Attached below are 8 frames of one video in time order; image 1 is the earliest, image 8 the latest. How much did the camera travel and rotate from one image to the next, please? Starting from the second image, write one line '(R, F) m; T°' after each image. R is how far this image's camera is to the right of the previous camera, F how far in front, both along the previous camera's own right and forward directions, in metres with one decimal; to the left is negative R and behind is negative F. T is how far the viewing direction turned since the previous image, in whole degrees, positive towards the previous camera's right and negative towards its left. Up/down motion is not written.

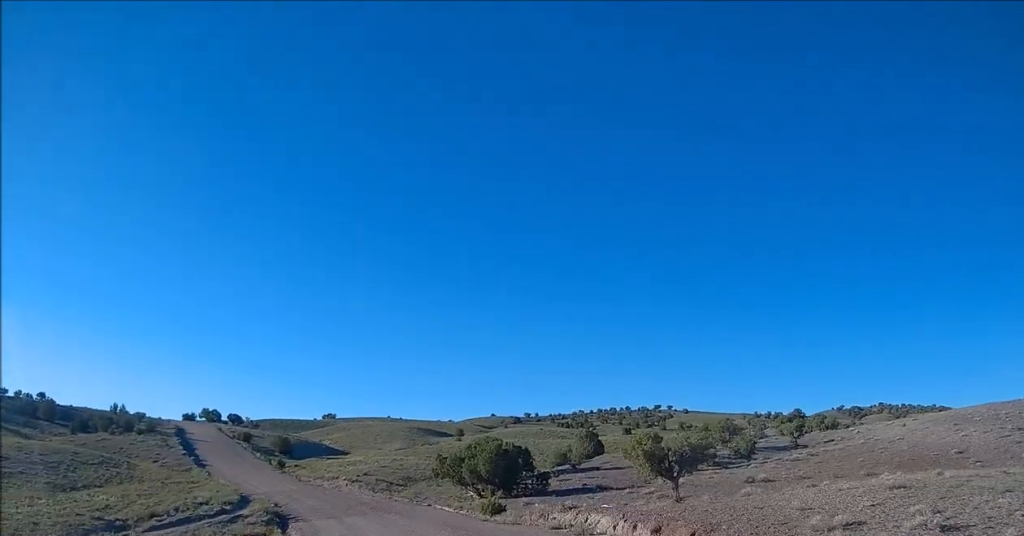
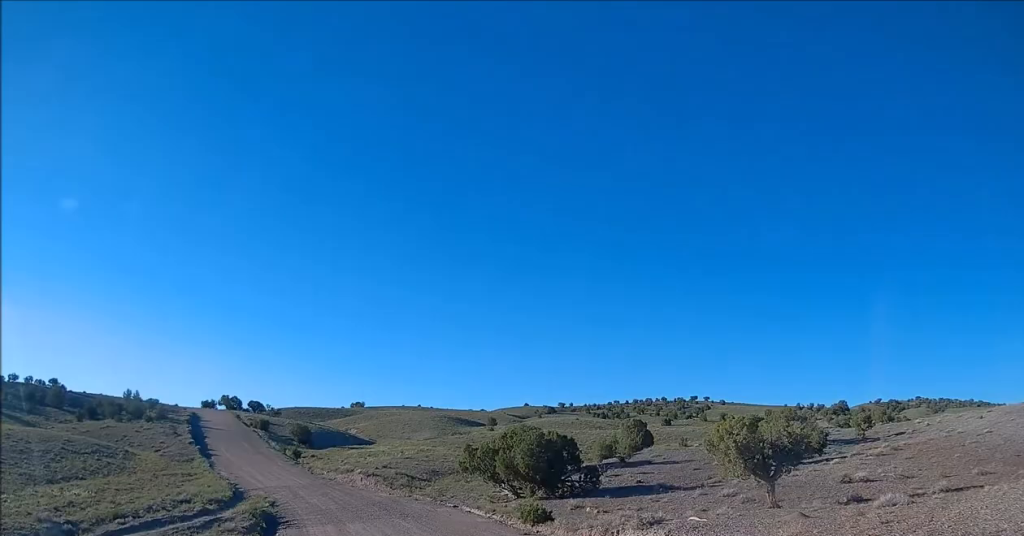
(0.0, +7.4) m; -3°
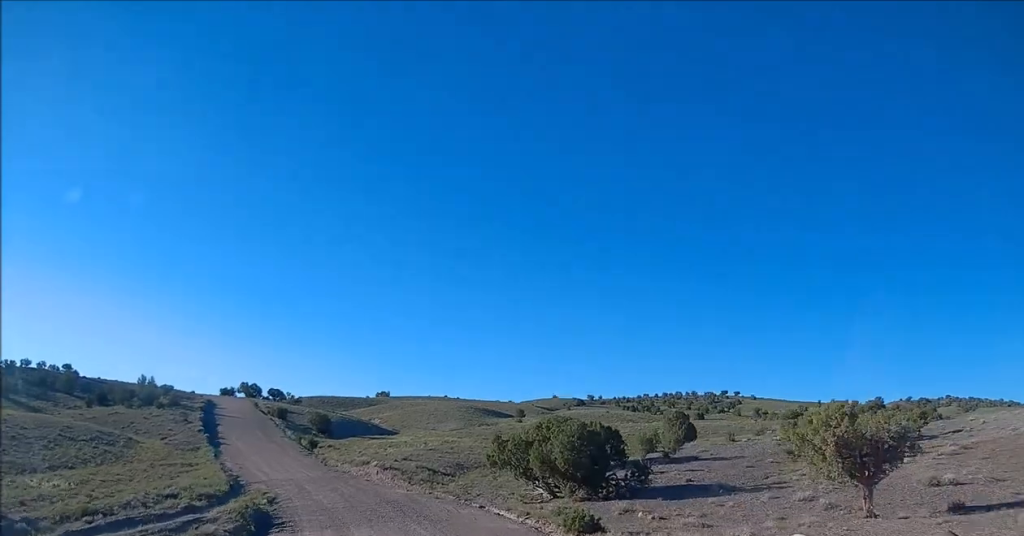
(-0.3, +4.8) m; -3°
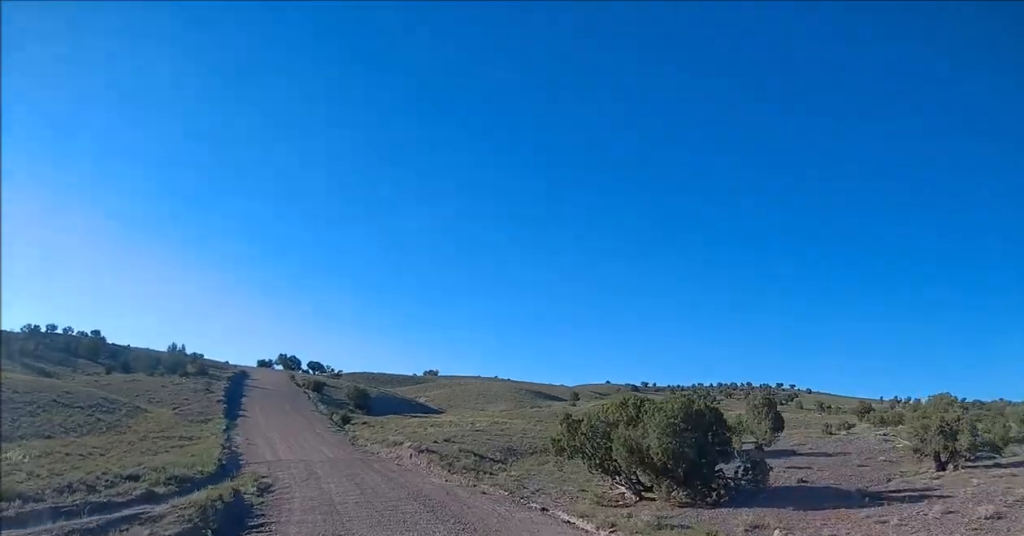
(-0.3, +7.5) m; -4°
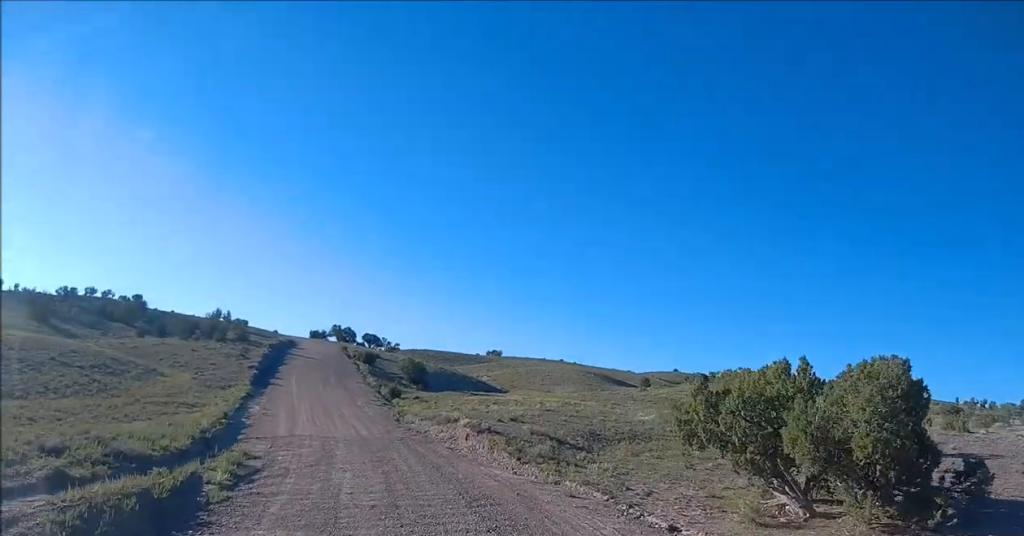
(0.0, +7.7) m; -5°
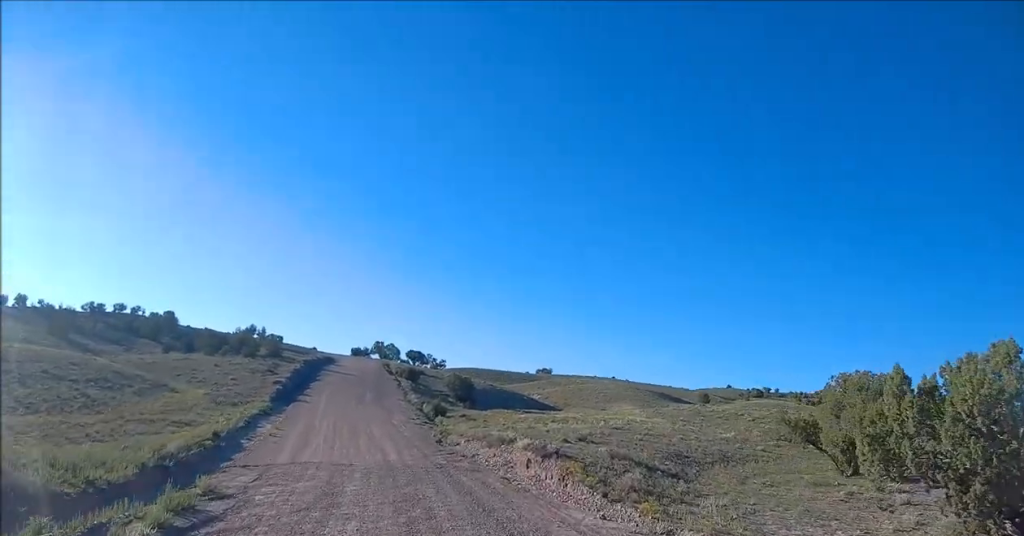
(-0.5, +6.3) m; -4°
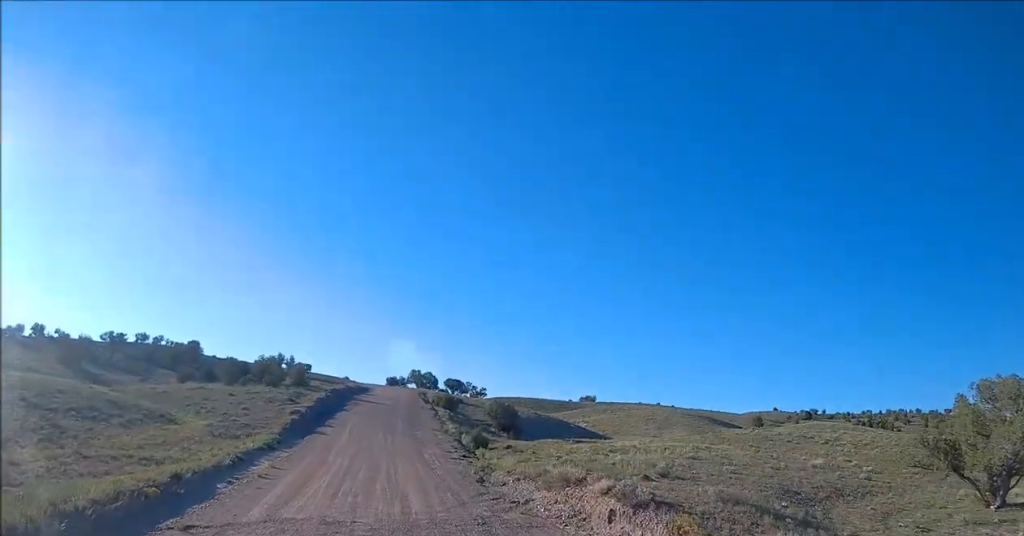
(-0.2, +6.0) m; -3°
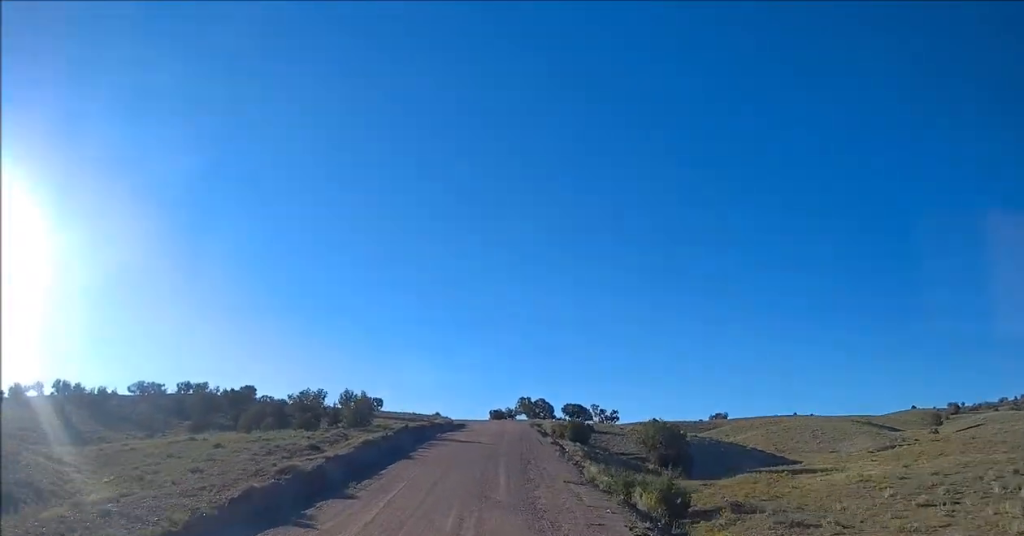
(-1.3, +24.2) m; -6°
